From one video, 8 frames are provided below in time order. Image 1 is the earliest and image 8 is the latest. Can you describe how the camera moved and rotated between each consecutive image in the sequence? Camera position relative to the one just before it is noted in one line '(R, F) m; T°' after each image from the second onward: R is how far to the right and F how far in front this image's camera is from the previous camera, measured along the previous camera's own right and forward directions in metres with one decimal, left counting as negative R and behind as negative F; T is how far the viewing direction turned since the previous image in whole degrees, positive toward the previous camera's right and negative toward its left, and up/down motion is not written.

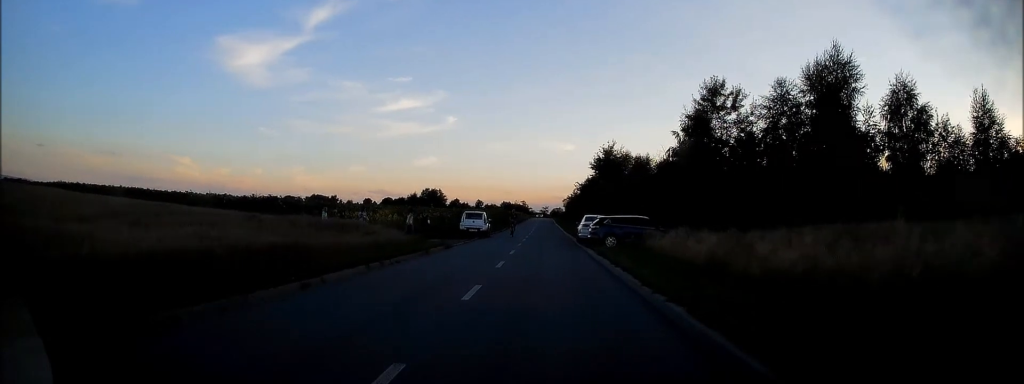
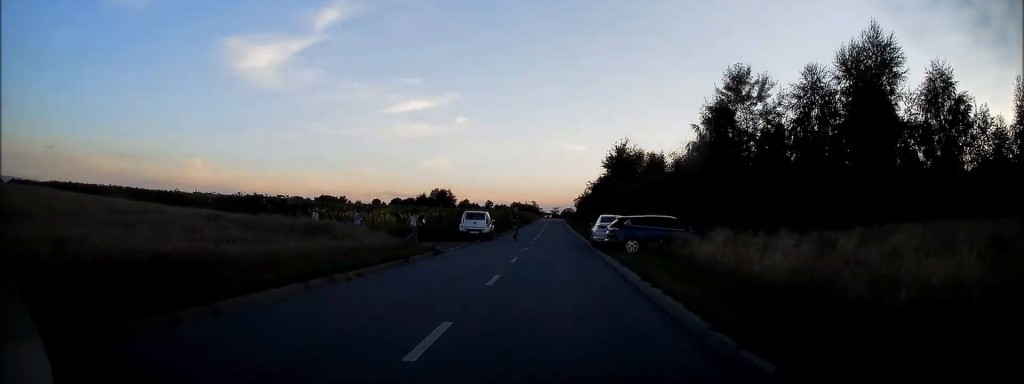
(+0.1, +3.8) m; +1°
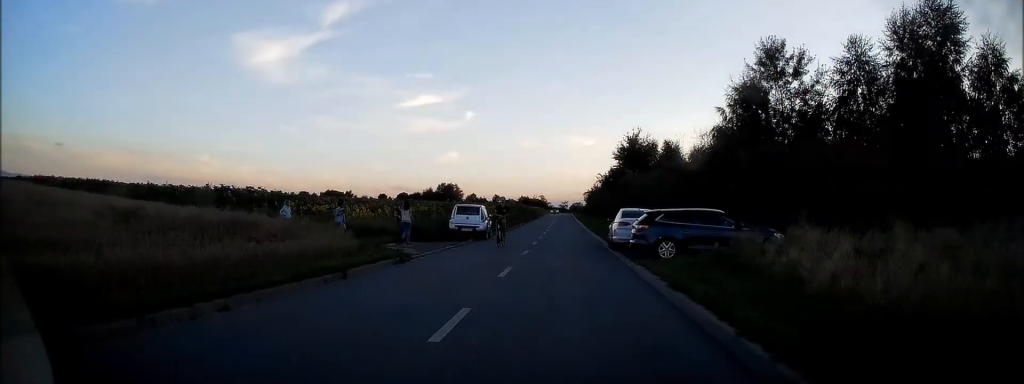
(0.0, +5.4) m; 0°
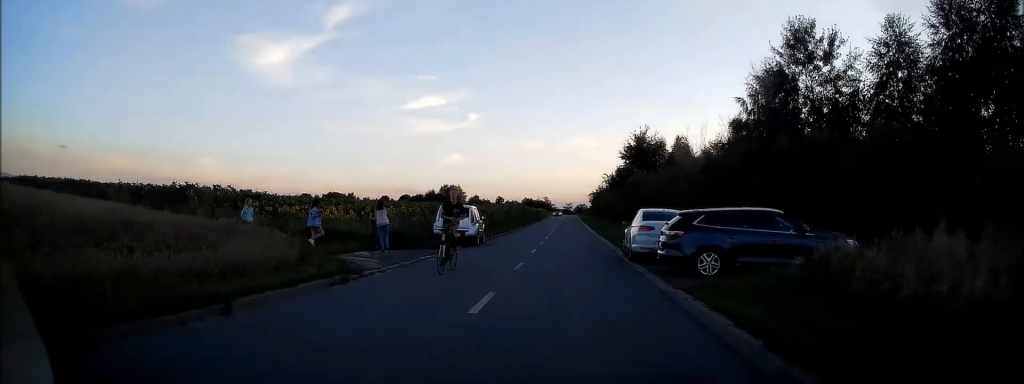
(0.0, +4.6) m; 0°
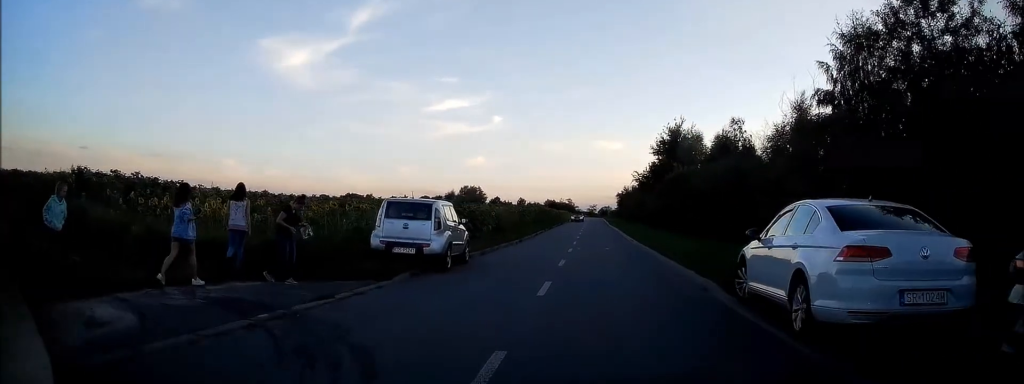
(0.0, +11.4) m; -1°
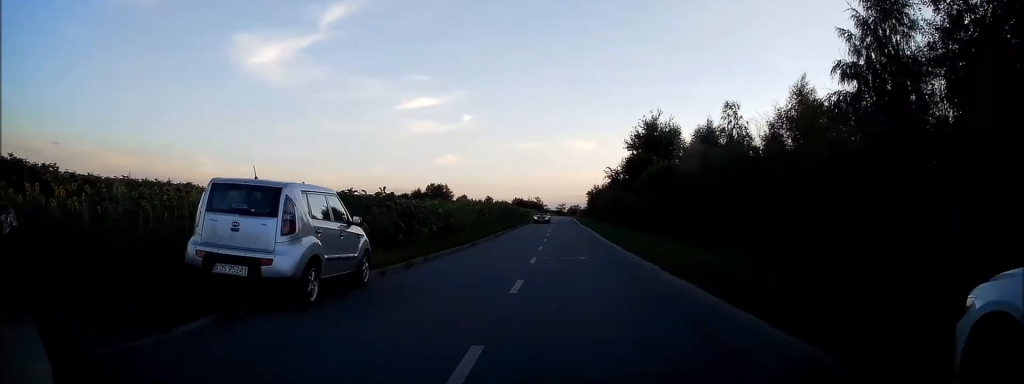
(-0.1, +6.3) m; +1°
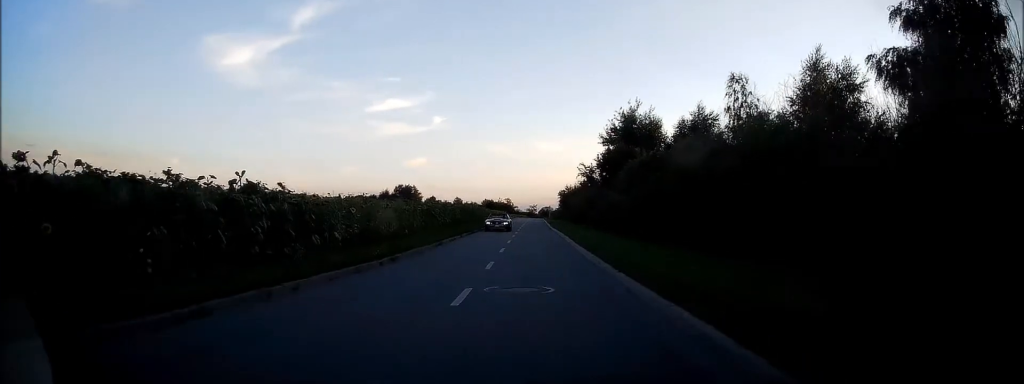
(+0.1, +7.7) m; +1°
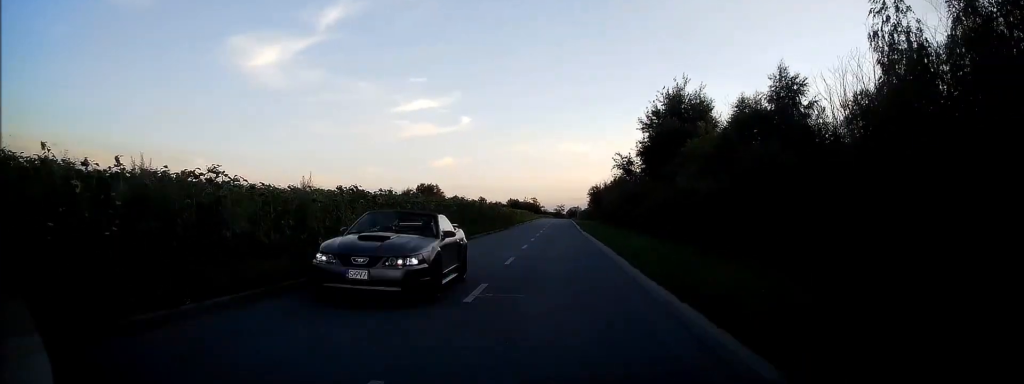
(-0.2, +12.5) m; -1°
